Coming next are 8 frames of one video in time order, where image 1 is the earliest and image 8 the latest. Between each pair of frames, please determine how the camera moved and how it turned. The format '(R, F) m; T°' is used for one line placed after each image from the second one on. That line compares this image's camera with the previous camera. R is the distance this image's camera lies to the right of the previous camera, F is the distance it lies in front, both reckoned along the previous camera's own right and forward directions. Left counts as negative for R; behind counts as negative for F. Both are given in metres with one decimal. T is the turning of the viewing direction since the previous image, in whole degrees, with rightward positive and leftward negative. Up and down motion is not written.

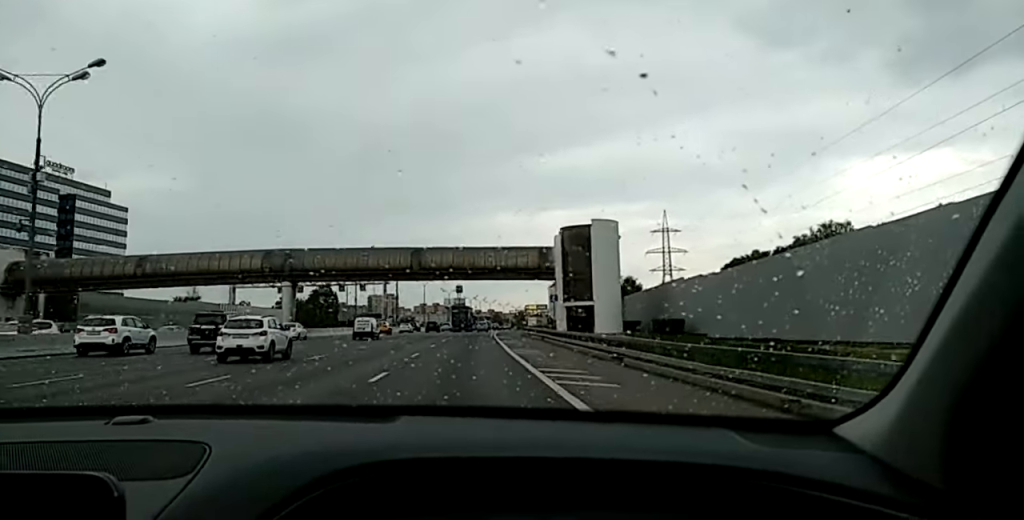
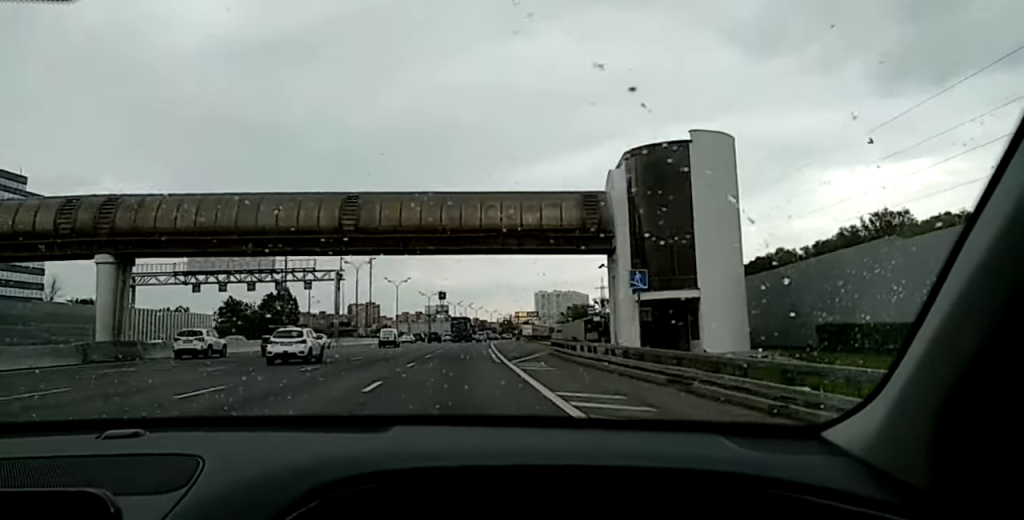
(0.0, +37.2) m; 0°
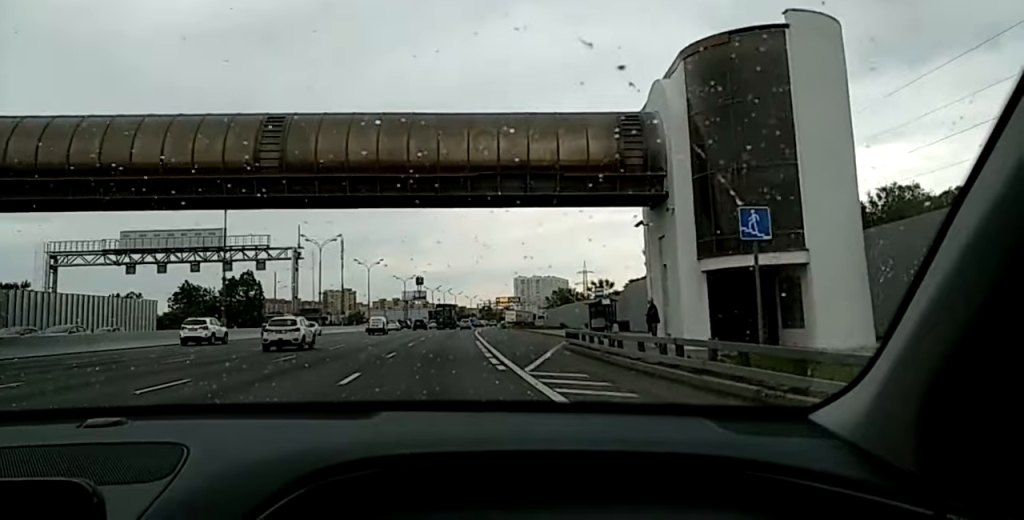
(0.0, +12.9) m; 0°
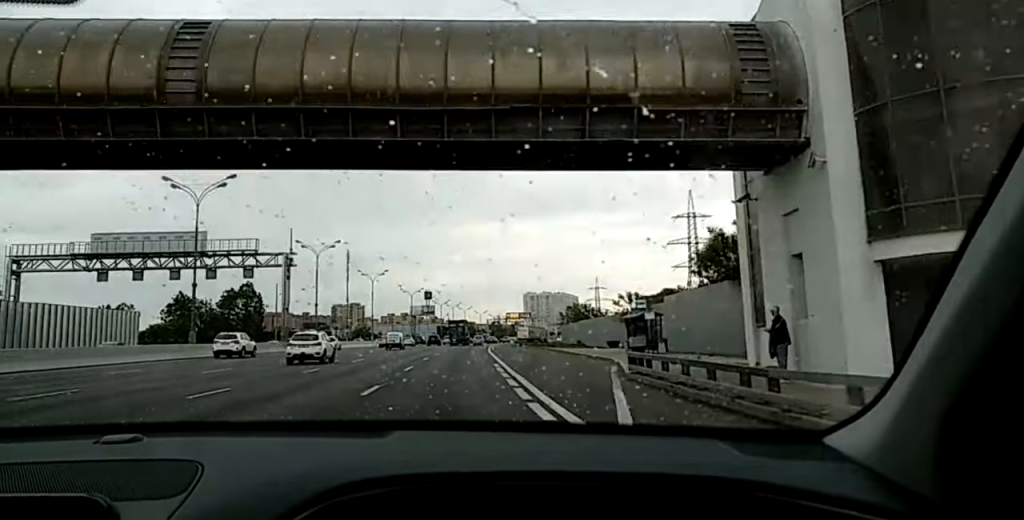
(0.0, +10.3) m; 0°
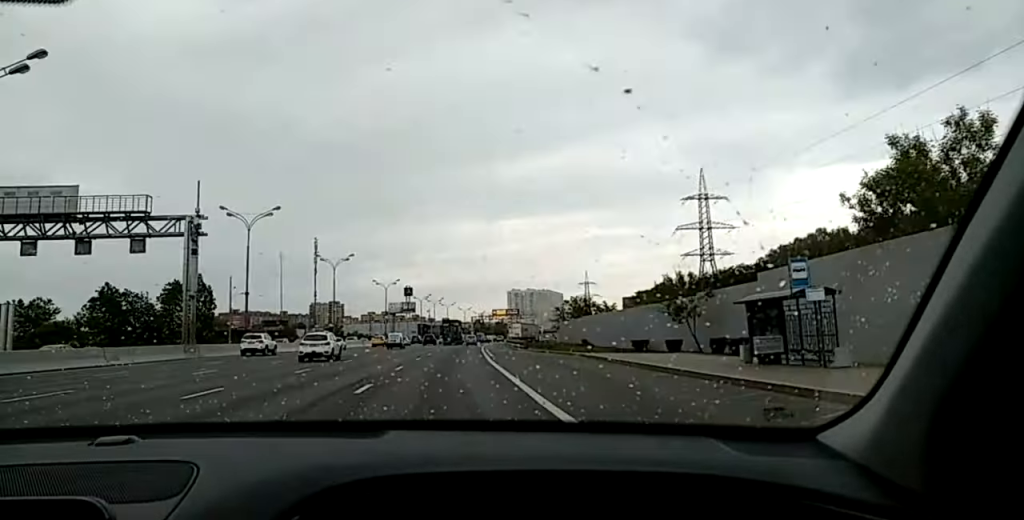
(0.0, +23.9) m; +1°
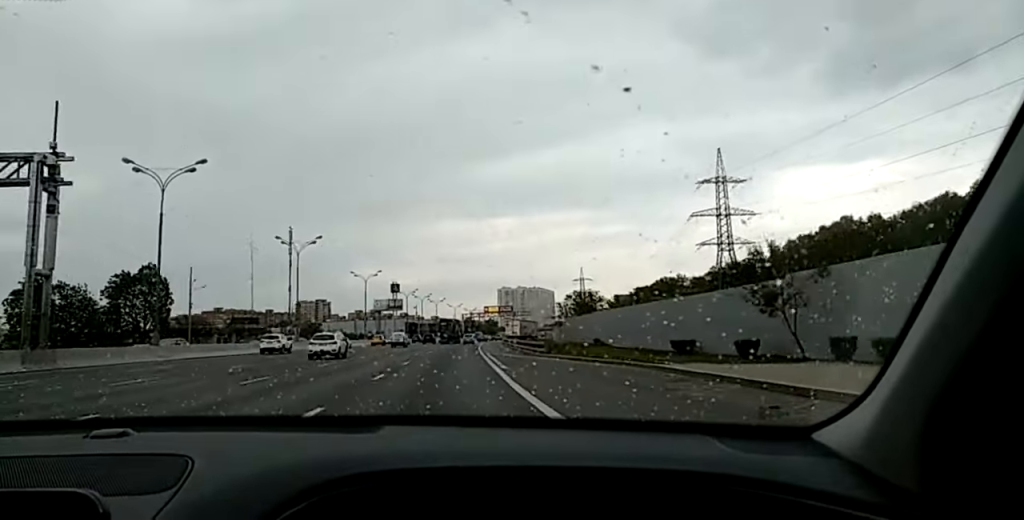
(+0.2, +18.8) m; +1°
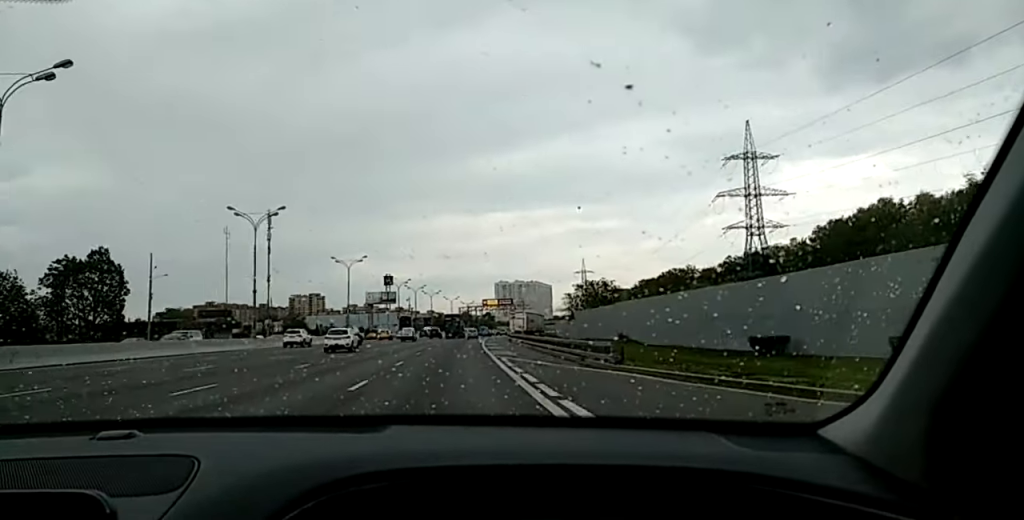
(+0.2, +17.9) m; 0°
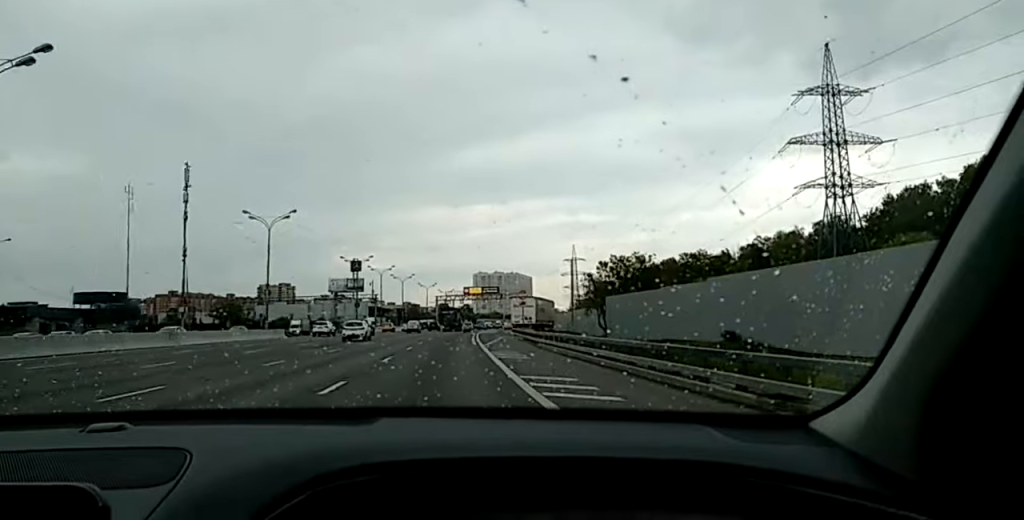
(+1.0, +39.7) m; +3°
